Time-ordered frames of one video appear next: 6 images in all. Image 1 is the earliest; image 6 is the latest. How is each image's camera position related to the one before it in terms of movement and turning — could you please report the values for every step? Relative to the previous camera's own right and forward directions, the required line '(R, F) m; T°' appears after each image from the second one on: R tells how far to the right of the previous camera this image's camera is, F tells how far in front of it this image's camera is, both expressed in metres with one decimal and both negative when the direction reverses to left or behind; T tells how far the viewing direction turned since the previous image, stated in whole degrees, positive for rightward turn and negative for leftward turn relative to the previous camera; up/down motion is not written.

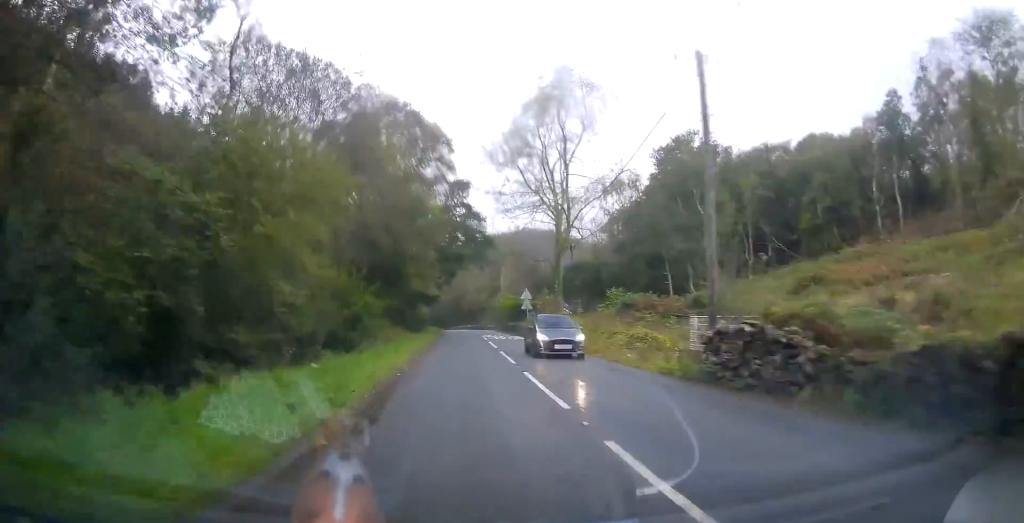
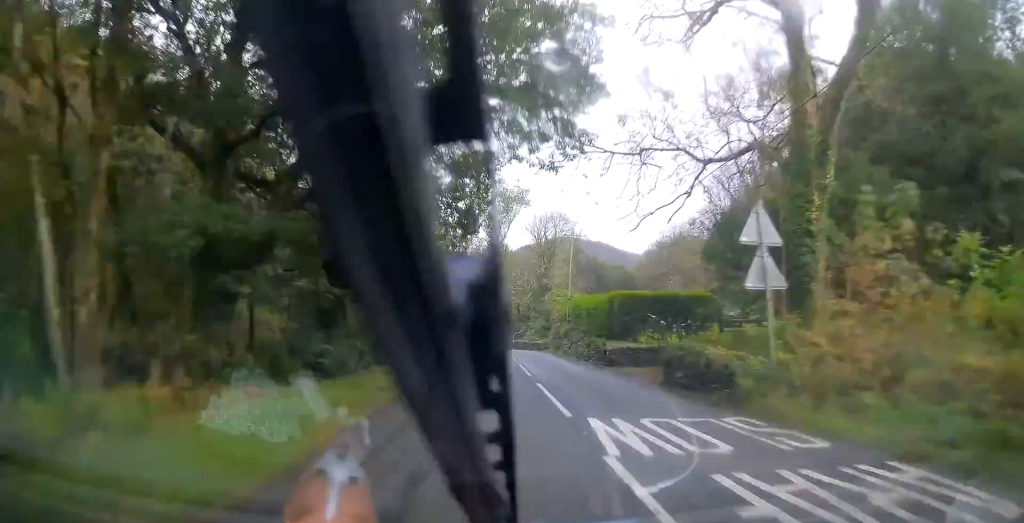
(-1.4, +37.4) m; -3°
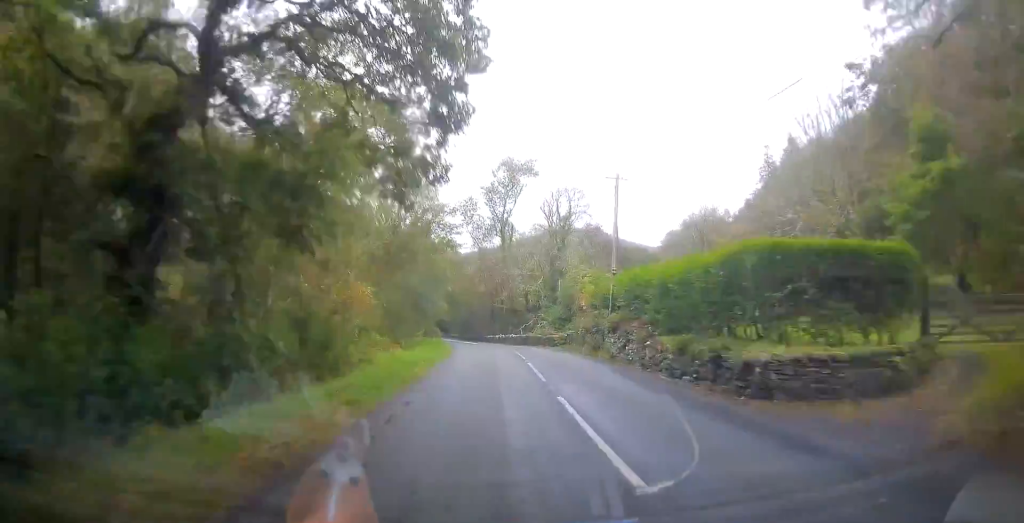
(-0.1, +13.6) m; -1°
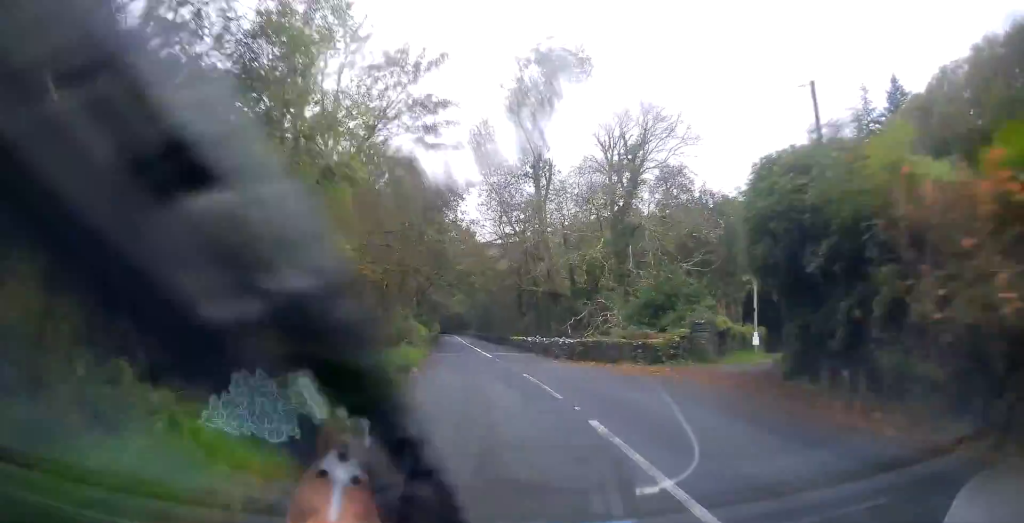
(-0.6, +31.0) m; -3°
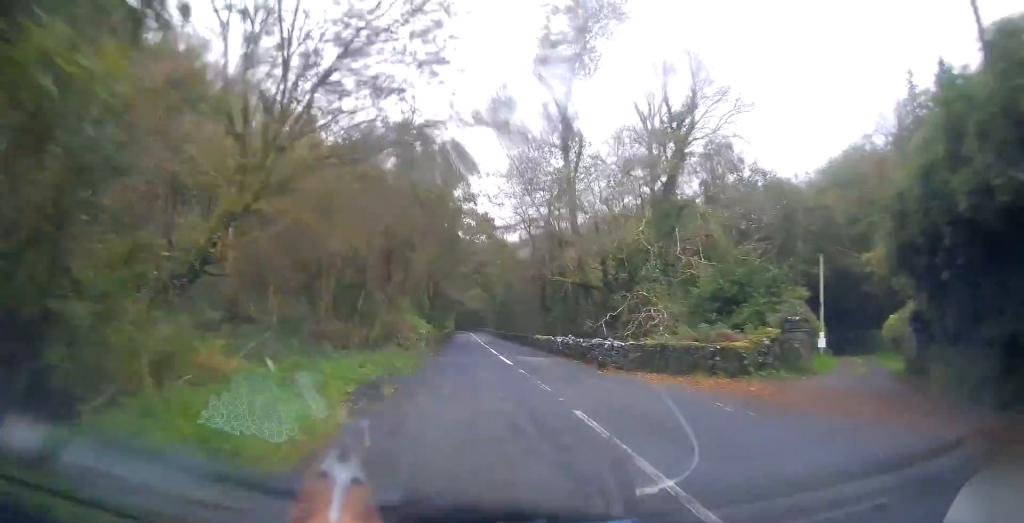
(-0.2, +7.8) m; 0°
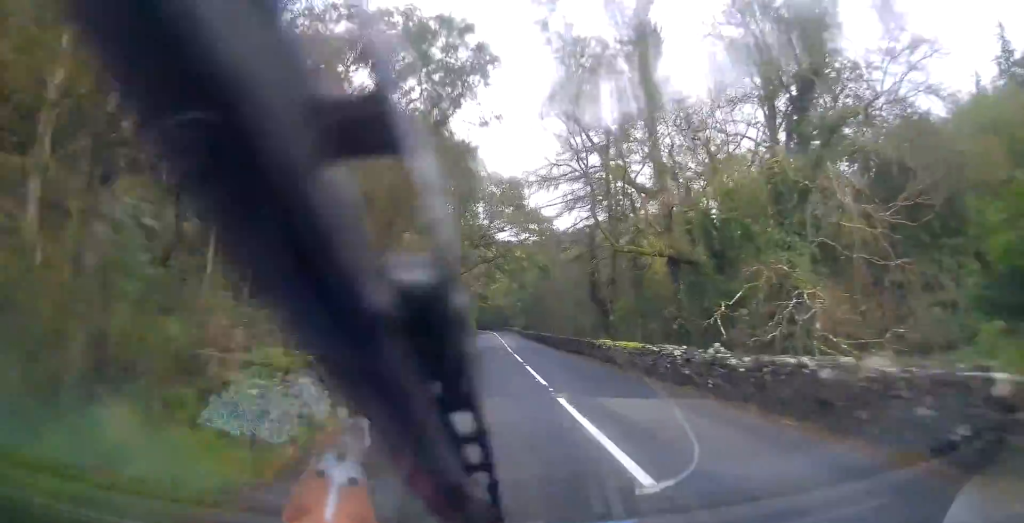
(-0.2, +16.5) m; -1°
